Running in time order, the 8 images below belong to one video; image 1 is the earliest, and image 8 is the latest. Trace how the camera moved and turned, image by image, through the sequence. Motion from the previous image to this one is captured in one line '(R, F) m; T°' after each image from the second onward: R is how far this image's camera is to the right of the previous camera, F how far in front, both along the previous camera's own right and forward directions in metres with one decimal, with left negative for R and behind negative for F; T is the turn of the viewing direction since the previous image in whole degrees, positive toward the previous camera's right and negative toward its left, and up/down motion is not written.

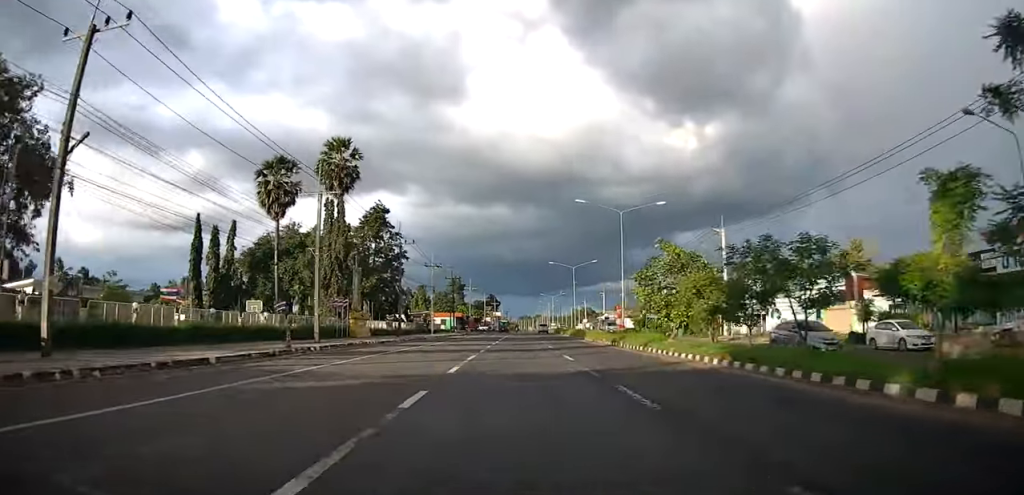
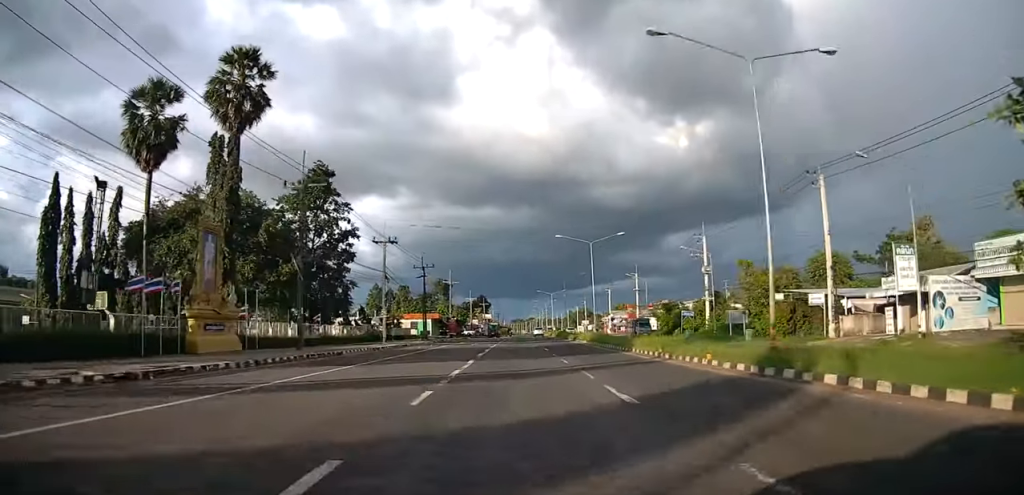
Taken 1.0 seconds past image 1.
(+0.8, +22.9) m; +2°
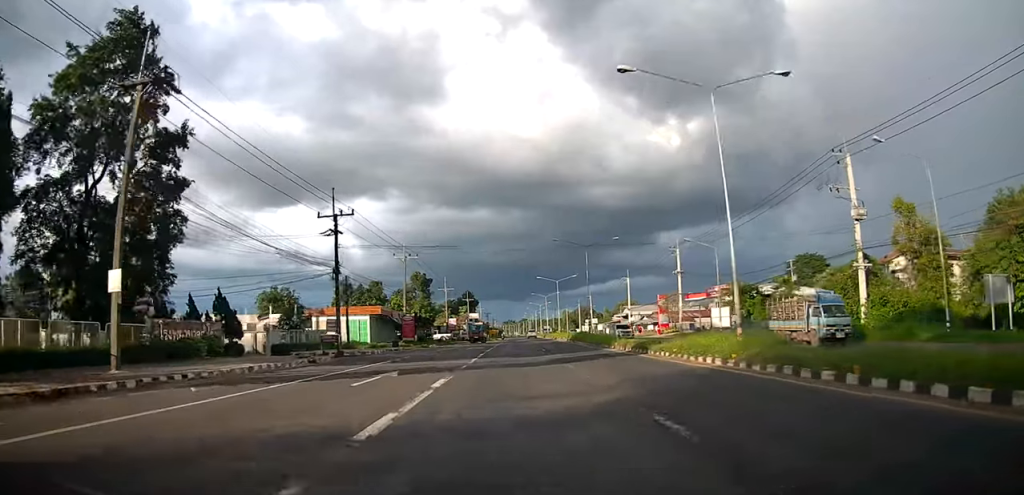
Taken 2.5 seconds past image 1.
(+0.2, +32.9) m; 0°
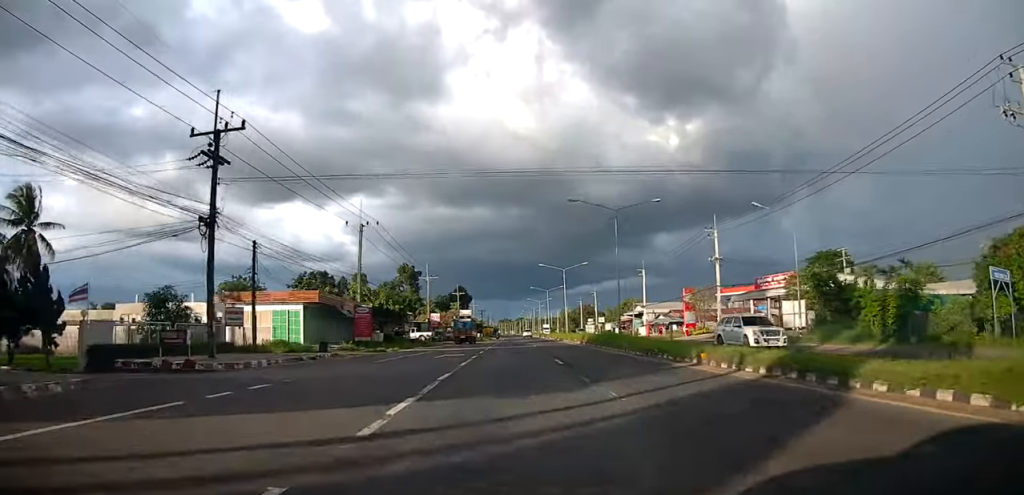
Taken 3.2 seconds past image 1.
(0.0, +16.0) m; 0°
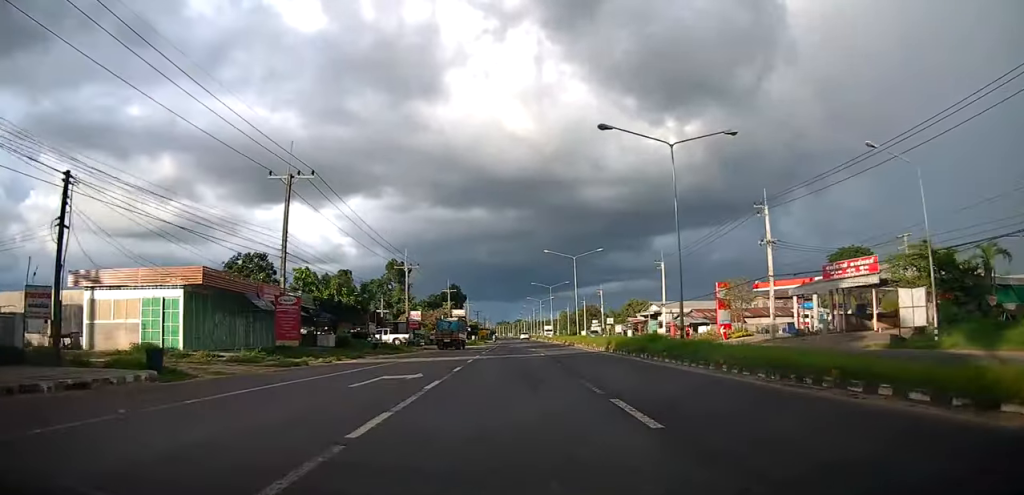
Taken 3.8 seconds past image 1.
(0.0, +13.8) m; 0°
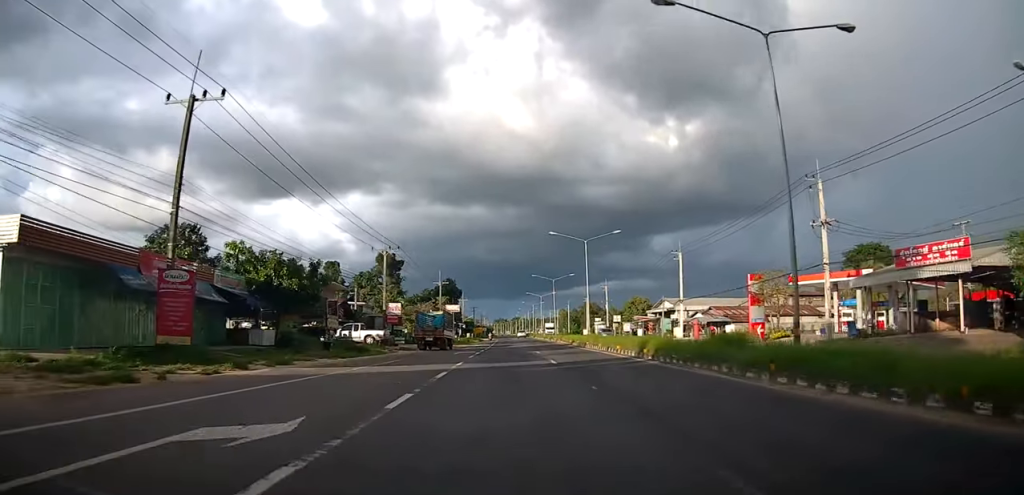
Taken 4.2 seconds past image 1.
(0.0, +9.6) m; 0°
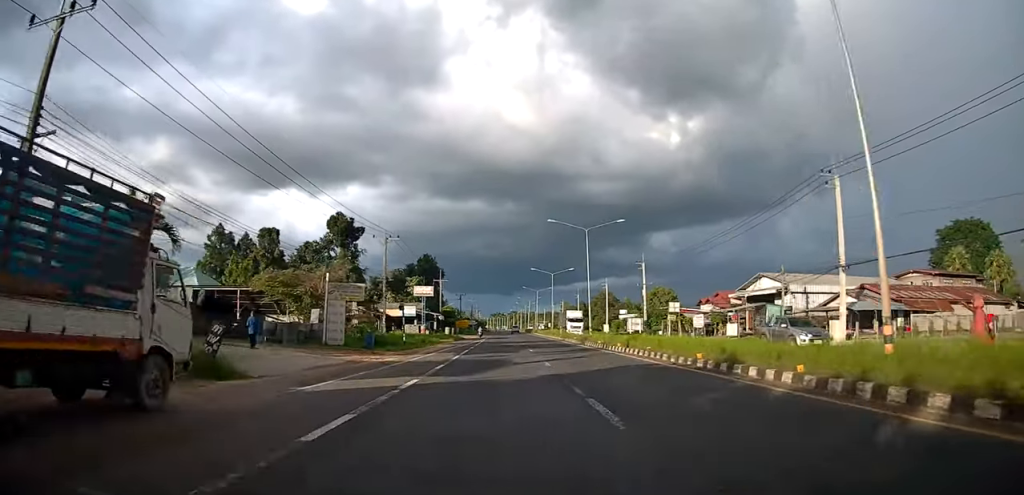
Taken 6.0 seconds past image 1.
(+0.2, +38.7) m; 0°
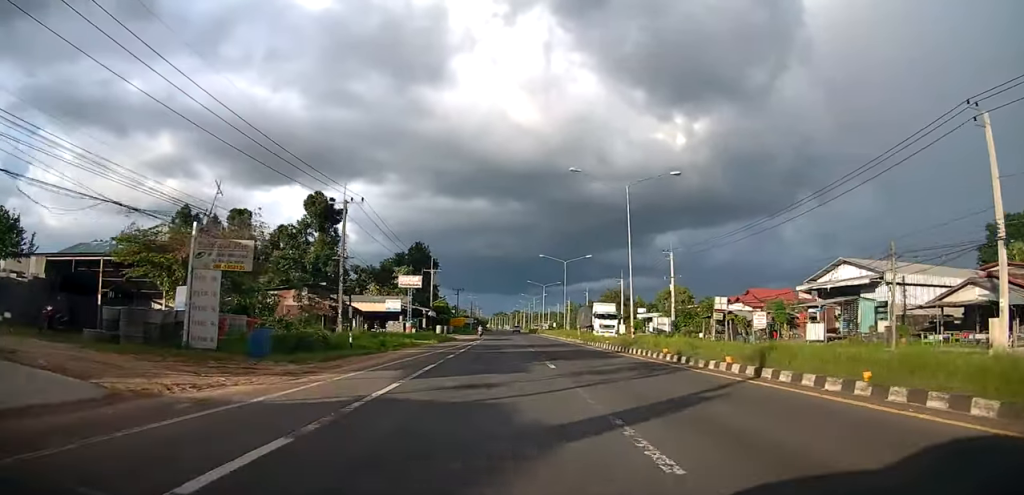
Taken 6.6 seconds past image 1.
(-0.1, +14.4) m; +1°
